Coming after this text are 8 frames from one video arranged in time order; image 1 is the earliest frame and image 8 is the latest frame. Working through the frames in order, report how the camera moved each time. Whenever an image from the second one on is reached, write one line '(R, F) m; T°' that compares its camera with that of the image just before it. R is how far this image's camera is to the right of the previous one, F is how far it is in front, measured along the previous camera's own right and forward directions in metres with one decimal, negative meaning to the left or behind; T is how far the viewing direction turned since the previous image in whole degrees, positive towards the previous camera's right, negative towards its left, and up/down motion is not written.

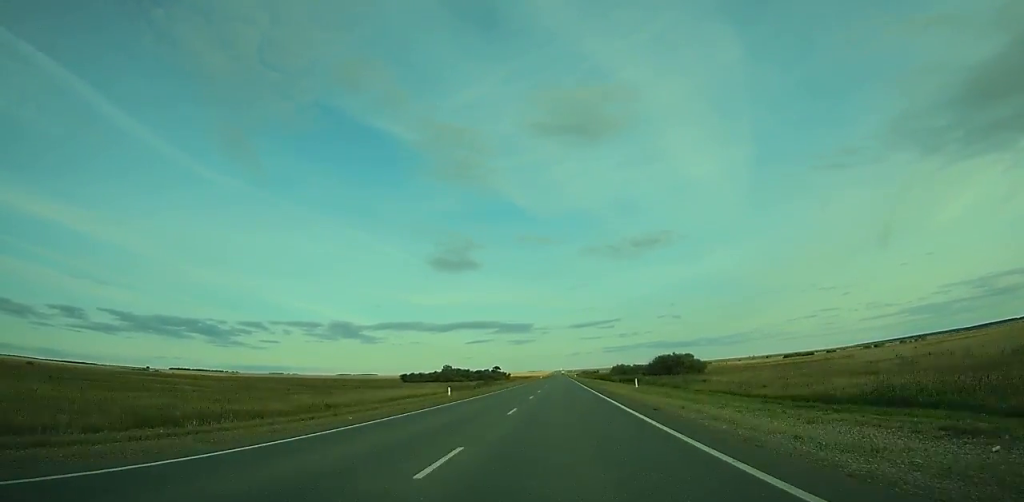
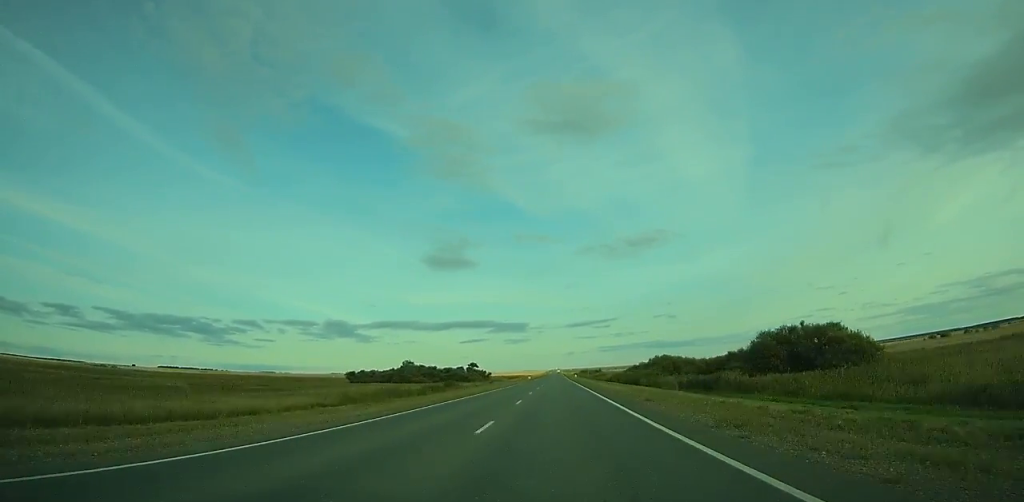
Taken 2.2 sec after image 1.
(+0.1, +67.0) m; 0°
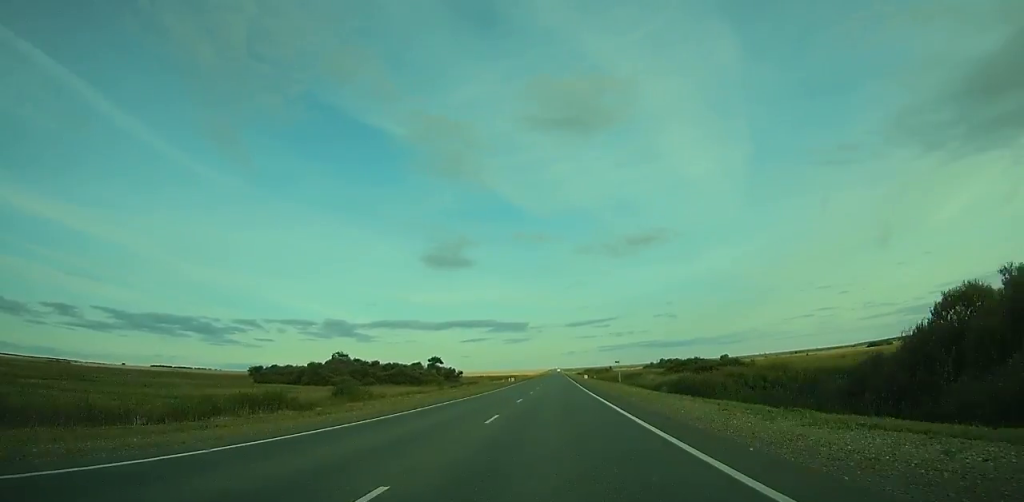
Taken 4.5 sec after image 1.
(+0.1, +70.3) m; 0°
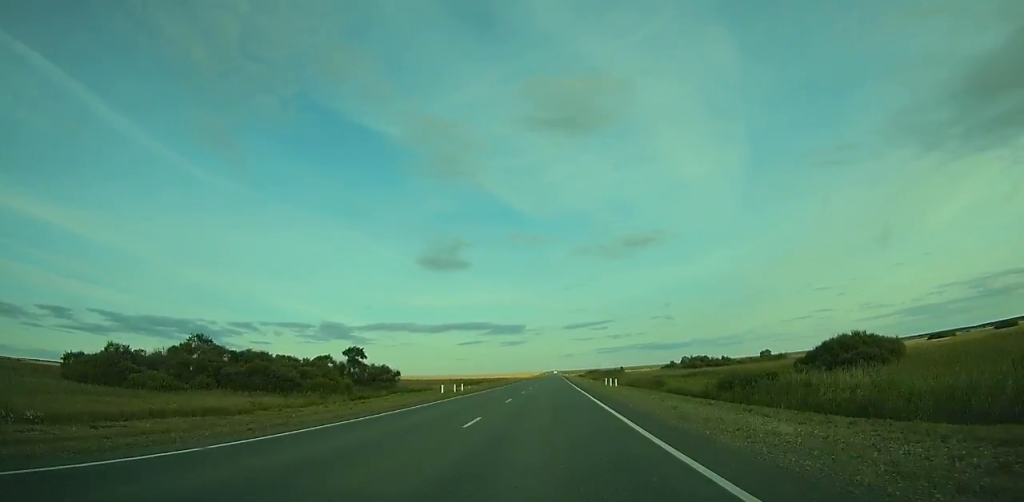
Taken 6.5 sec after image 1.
(+0.1, +61.4) m; 0°
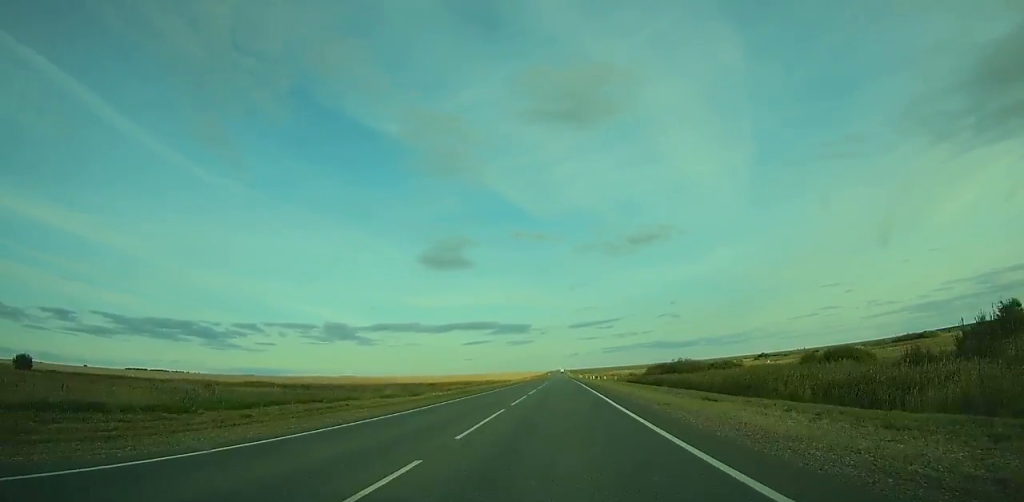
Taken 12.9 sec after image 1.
(-0.6, +195.4) m; 0°
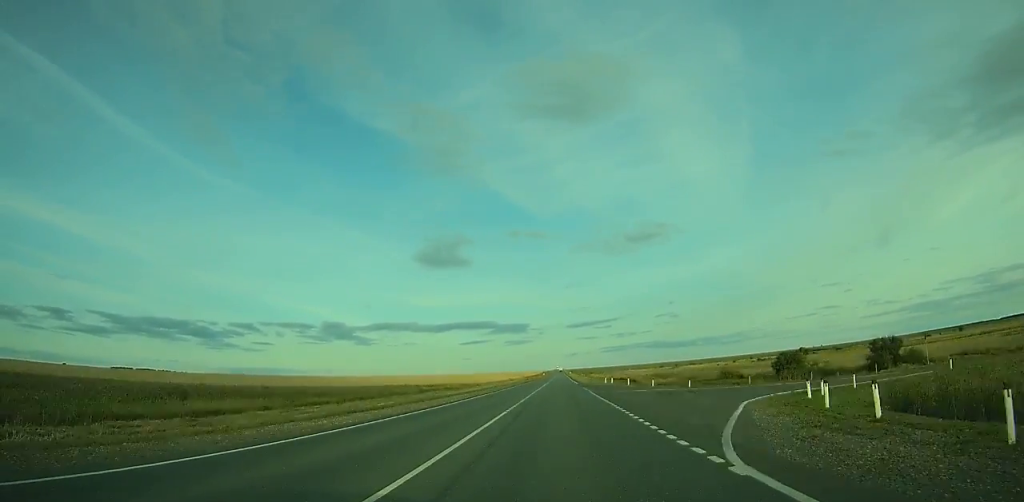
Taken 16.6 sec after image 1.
(-0.2, +104.6) m; 0°
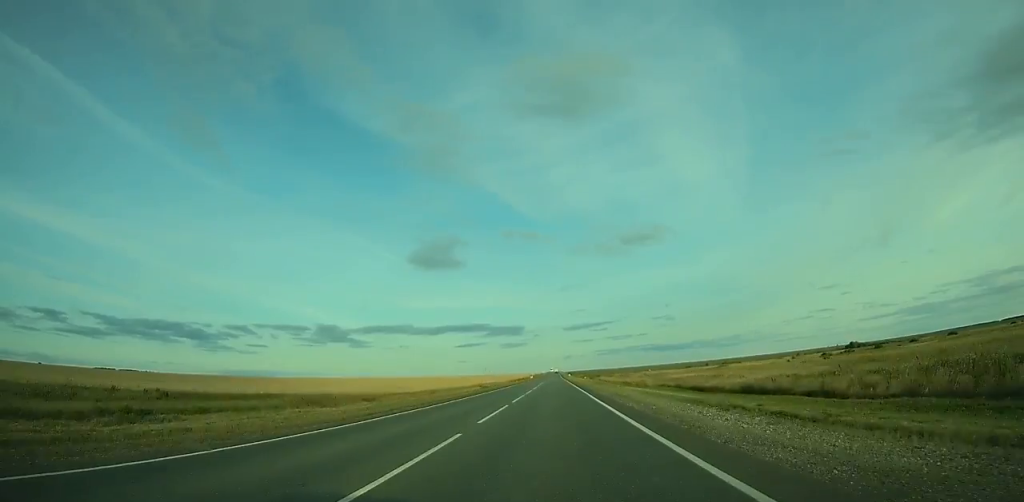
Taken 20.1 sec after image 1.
(0.0, +99.3) m; 0°
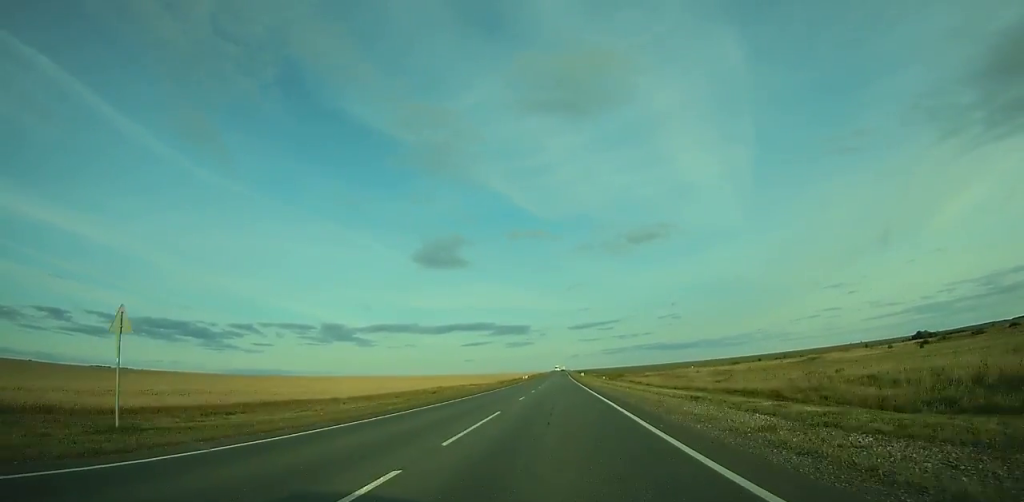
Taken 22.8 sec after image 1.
(0.0, +76.5) m; 0°
